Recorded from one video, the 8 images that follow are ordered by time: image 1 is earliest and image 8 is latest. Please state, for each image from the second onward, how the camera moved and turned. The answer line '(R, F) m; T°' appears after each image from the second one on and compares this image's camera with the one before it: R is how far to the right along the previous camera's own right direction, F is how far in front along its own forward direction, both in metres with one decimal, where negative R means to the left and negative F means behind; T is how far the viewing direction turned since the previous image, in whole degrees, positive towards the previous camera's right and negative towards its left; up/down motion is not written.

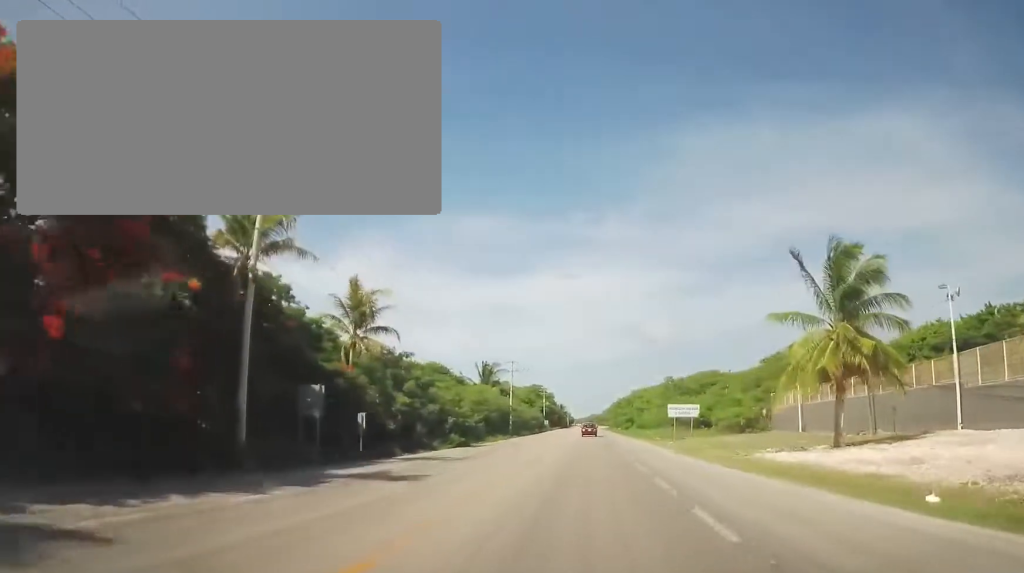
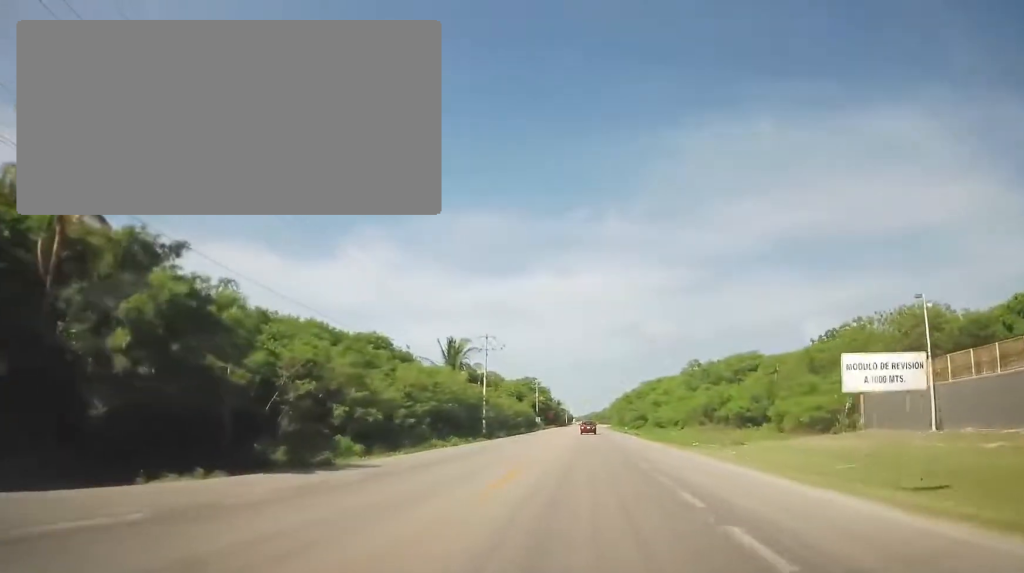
(+0.2, +24.3) m; +1°
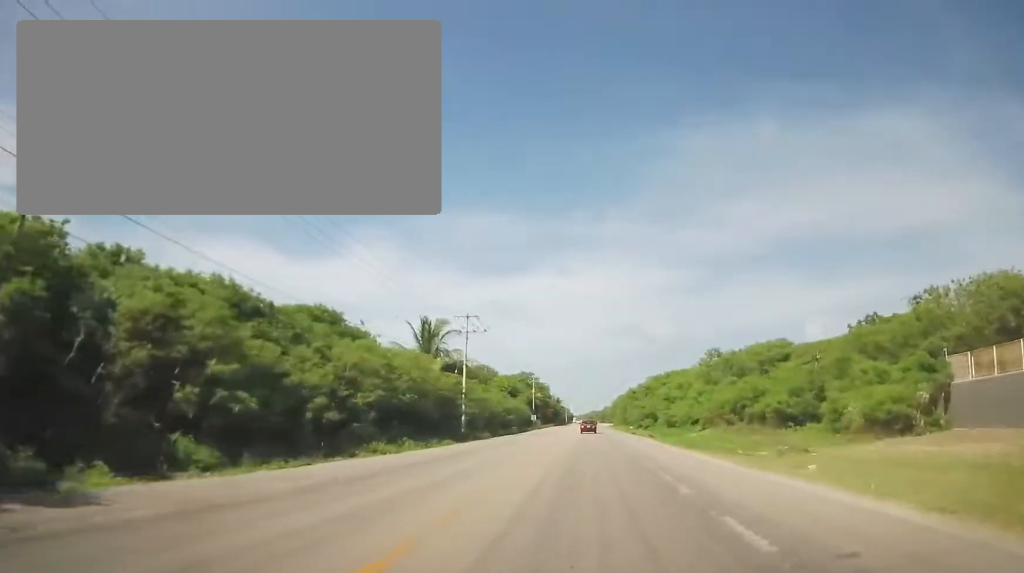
(0.0, +12.0) m; -1°
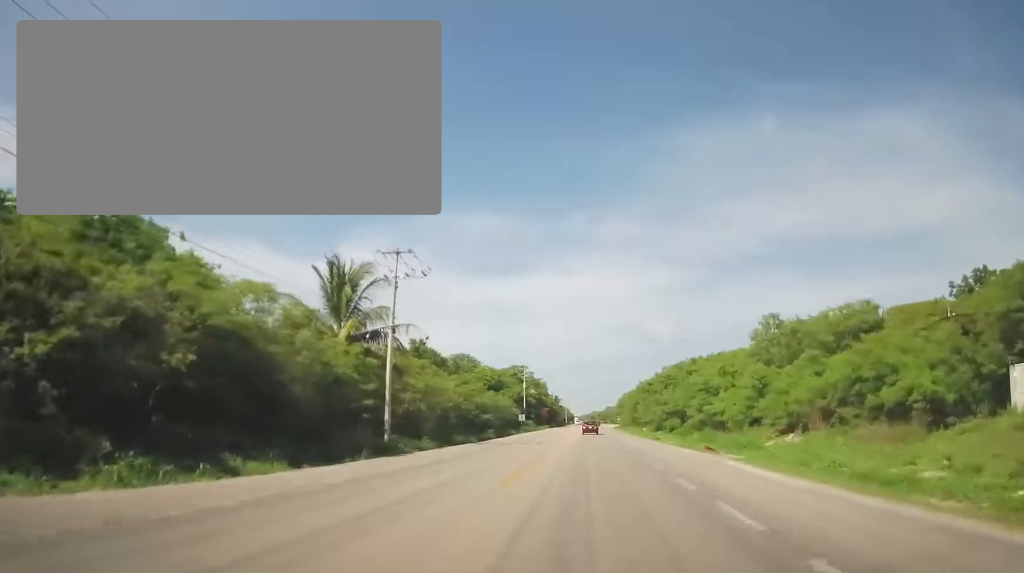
(-0.3, +22.3) m; 0°
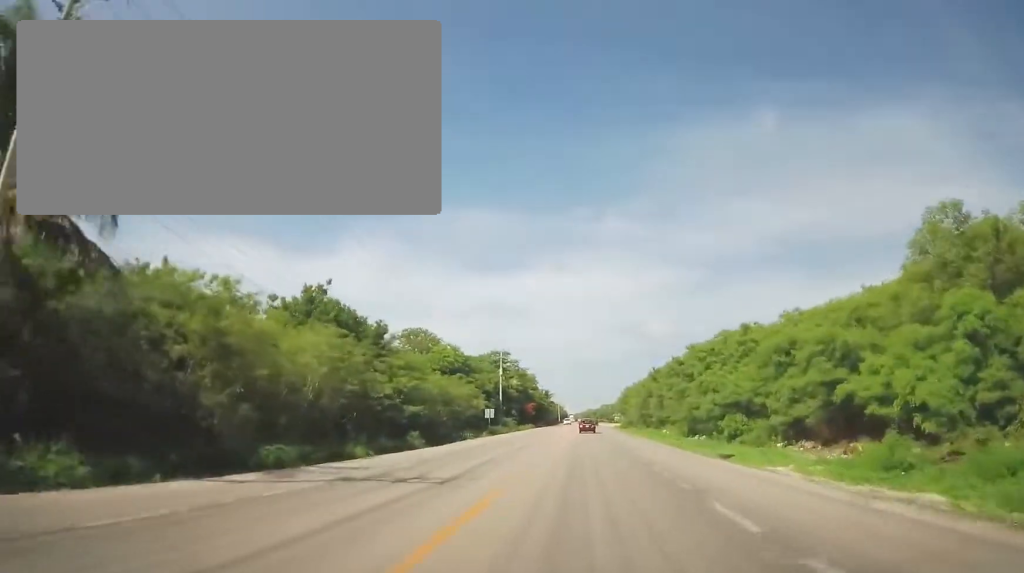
(+0.8, +26.3) m; +1°
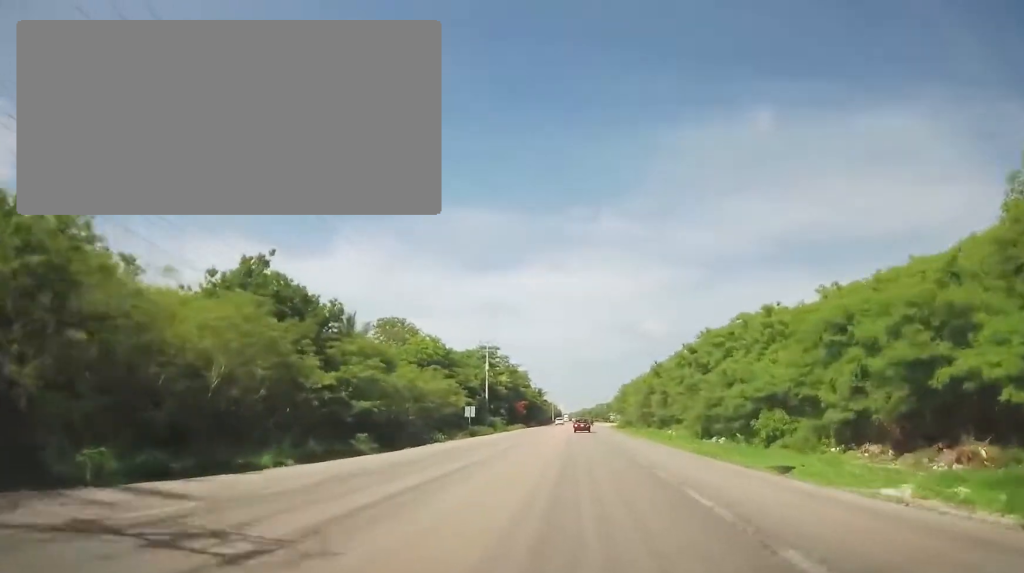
(-0.2, +7.8) m; -1°
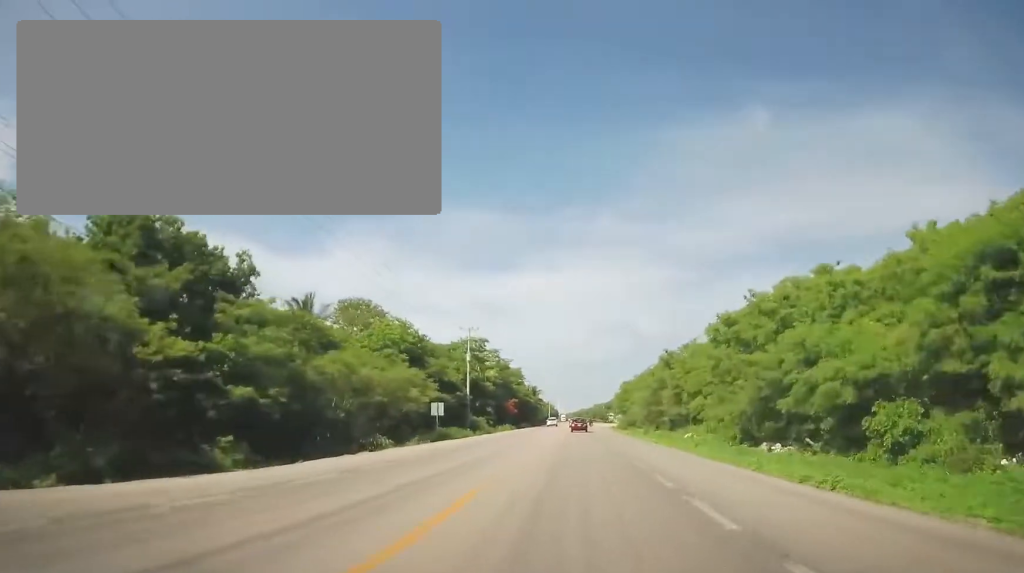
(-0.3, +11.2) m; -1°
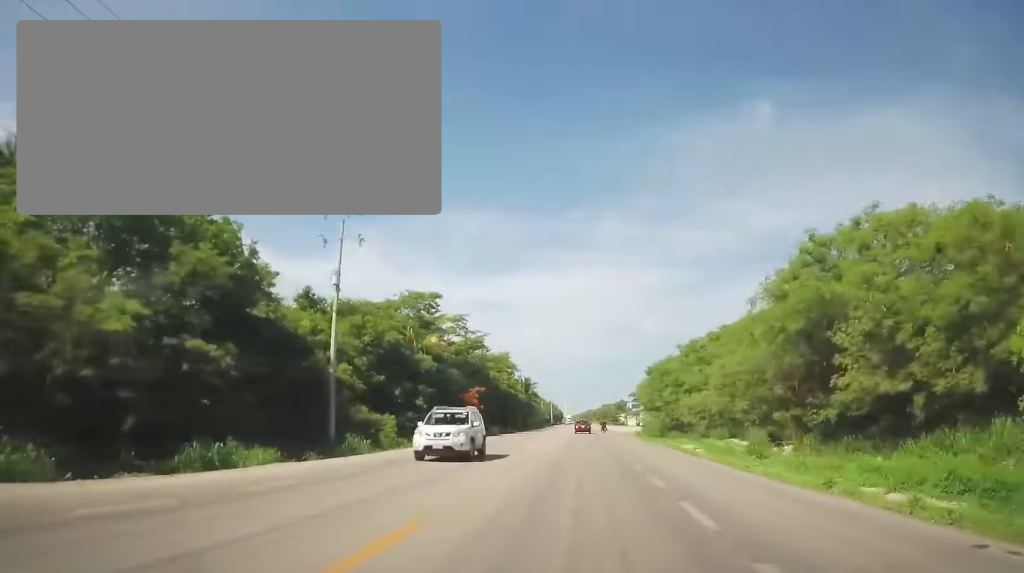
(+0.2, +38.3) m; 0°
